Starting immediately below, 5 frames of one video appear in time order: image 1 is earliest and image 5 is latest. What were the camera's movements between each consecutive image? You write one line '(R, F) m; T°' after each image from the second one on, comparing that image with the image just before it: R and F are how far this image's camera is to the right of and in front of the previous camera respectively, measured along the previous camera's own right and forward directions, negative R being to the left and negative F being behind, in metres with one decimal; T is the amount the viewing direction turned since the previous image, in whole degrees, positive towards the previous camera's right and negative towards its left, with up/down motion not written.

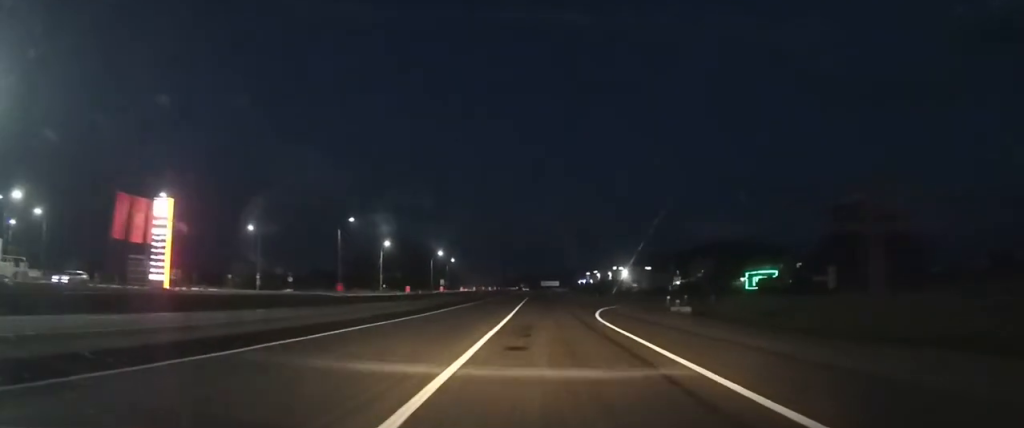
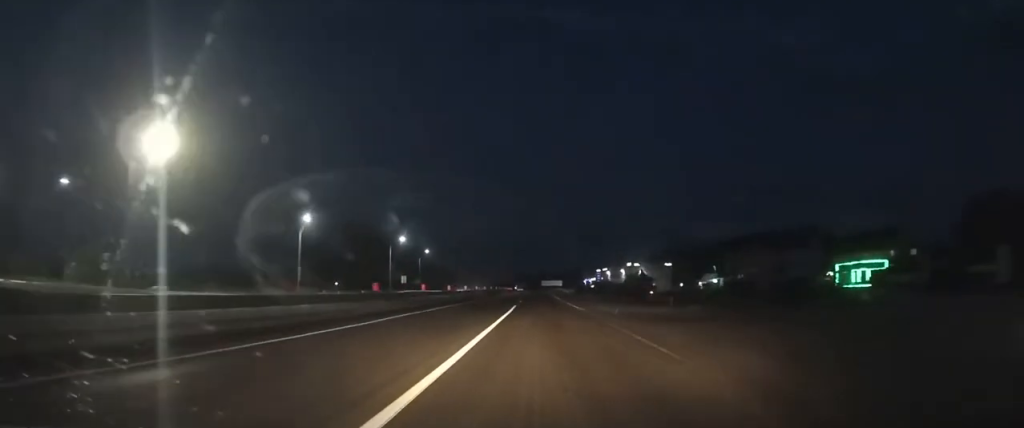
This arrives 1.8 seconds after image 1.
(+0.1, +40.8) m; 0°
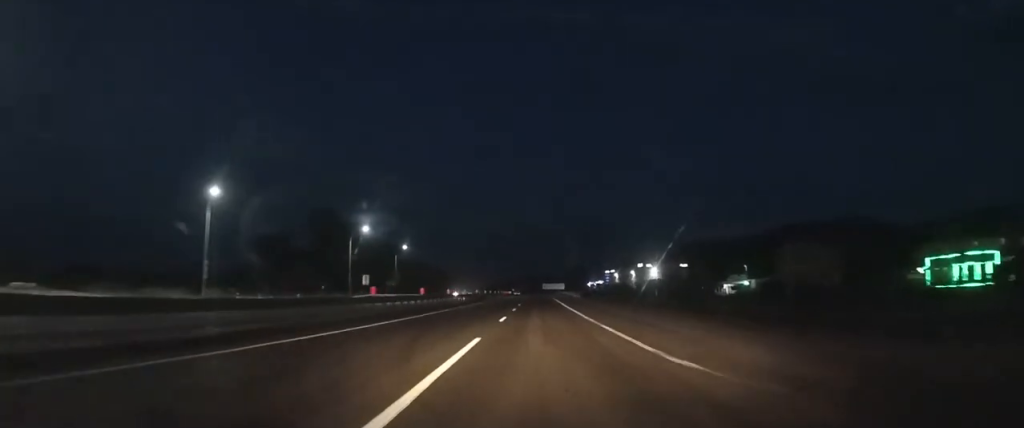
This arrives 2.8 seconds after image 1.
(0.0, +24.8) m; 0°
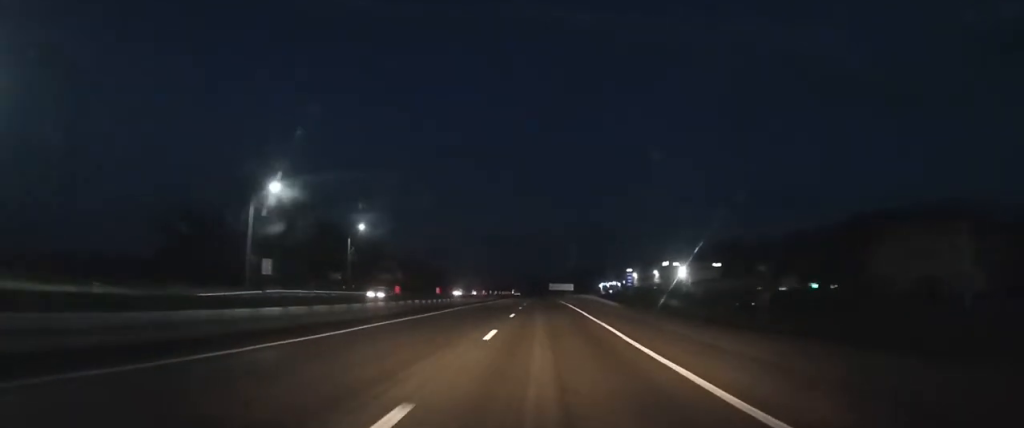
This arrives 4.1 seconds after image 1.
(-0.1, +35.7) m; 0°
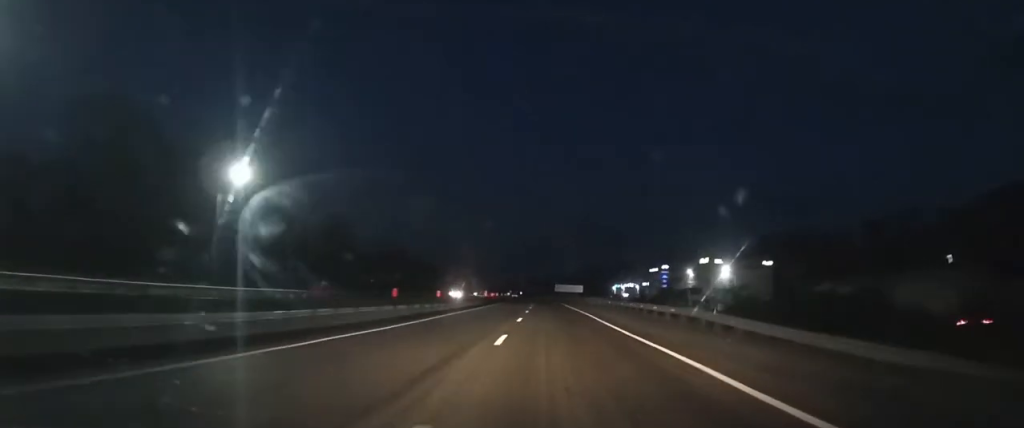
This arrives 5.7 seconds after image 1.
(-0.1, +42.5) m; 0°
